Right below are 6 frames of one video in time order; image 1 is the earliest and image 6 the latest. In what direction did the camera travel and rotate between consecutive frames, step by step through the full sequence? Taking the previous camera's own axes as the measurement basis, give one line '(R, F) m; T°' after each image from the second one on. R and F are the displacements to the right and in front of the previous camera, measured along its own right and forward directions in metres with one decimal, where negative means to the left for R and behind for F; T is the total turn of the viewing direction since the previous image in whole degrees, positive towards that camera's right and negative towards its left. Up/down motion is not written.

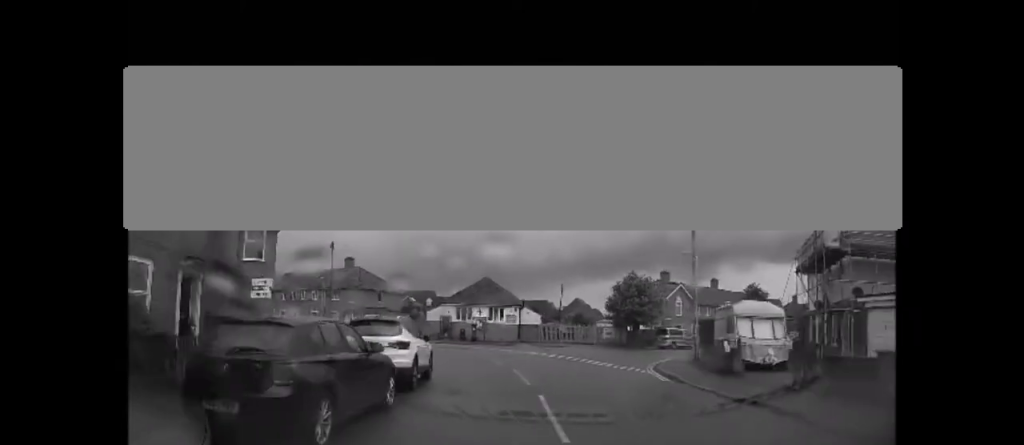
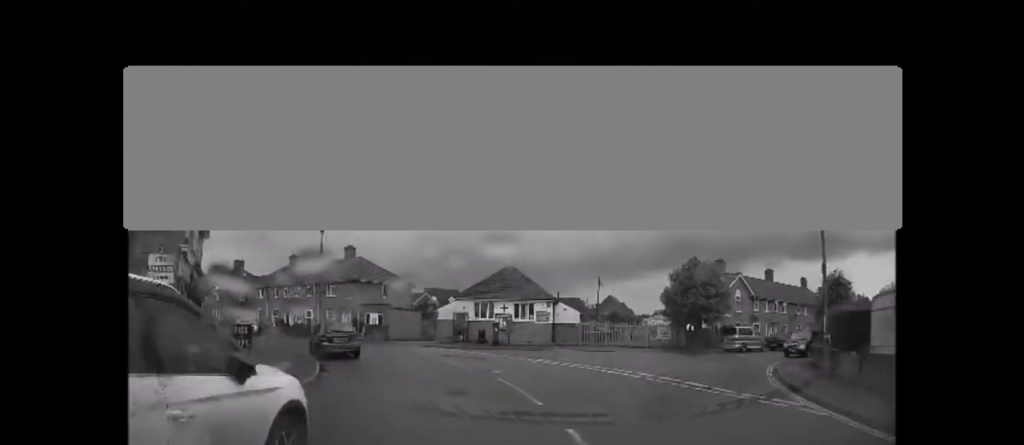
(-0.2, +9.1) m; -5°
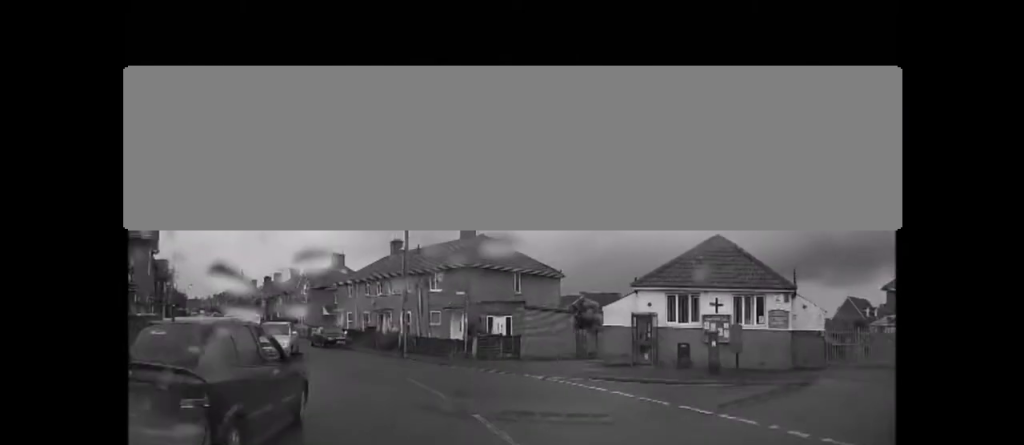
(-2.0, +16.1) m; -19°
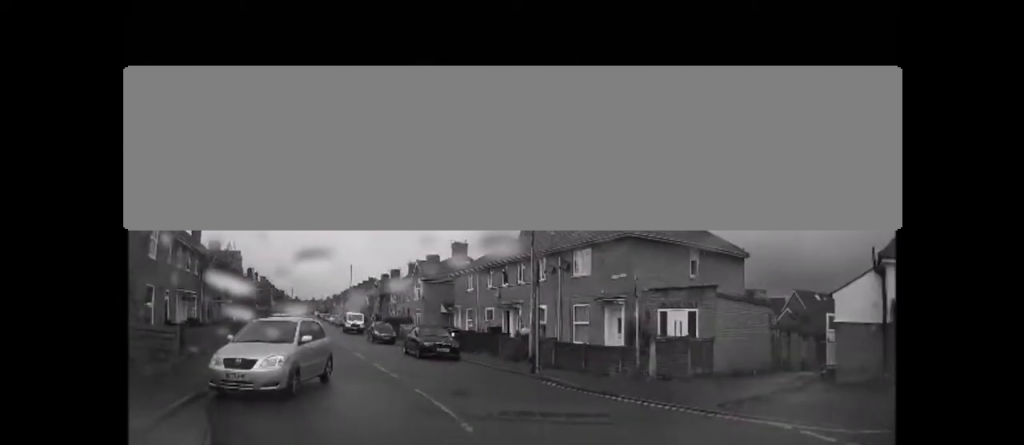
(-1.6, +9.0) m; -18°
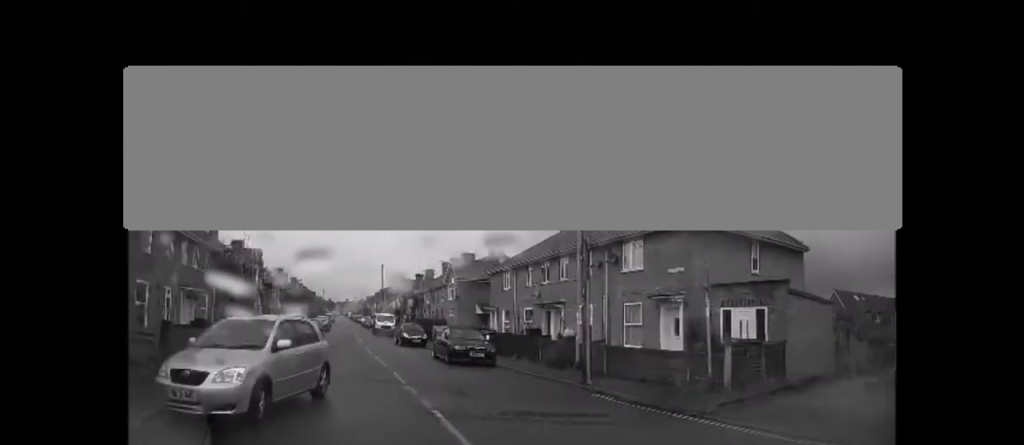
(-0.1, +2.5) m; -3°
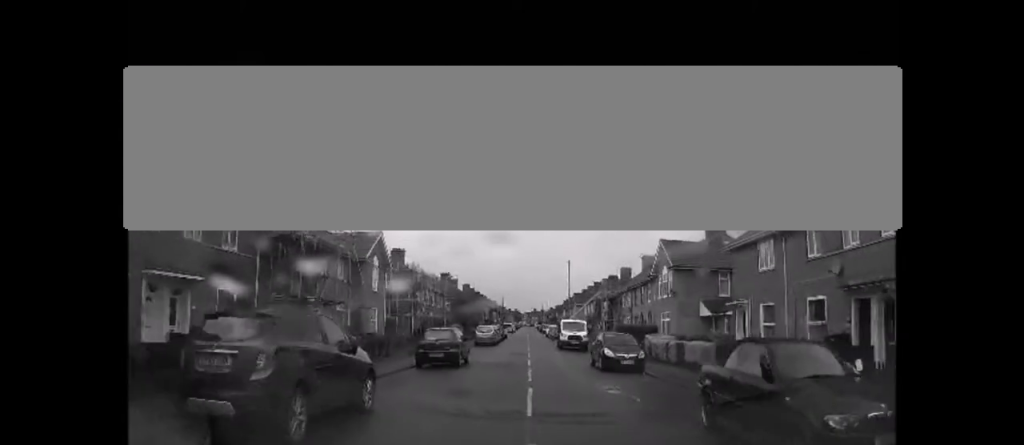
(-2.2, +13.2) m; -19°
